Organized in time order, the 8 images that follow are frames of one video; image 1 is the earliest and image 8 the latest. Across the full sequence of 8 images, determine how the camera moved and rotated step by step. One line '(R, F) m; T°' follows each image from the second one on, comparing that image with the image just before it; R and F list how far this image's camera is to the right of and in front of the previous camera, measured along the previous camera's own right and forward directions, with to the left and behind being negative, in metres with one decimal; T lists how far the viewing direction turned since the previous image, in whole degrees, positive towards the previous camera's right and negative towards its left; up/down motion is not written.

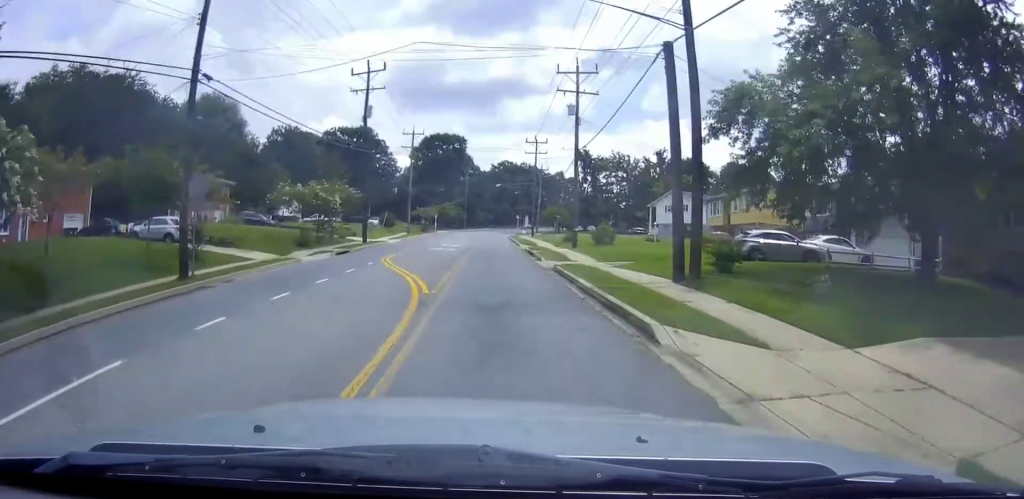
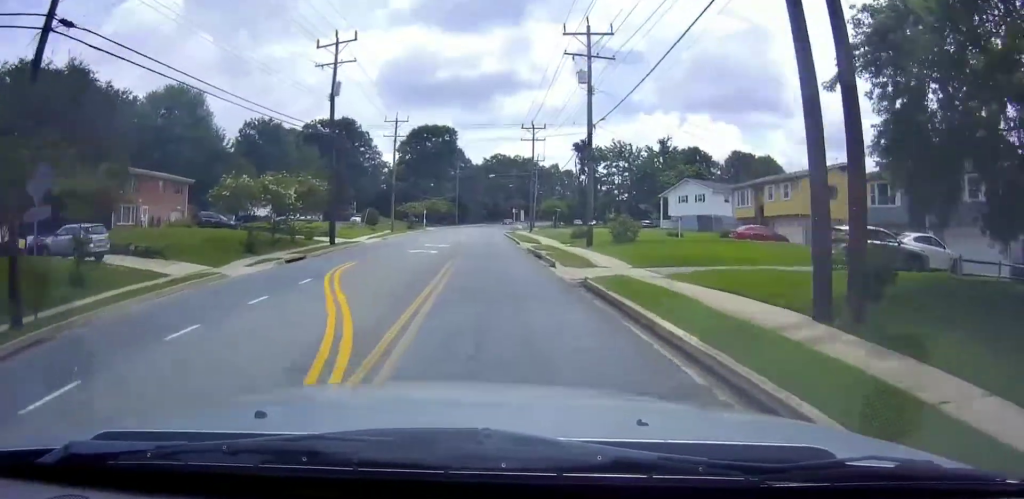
(-0.3, +8.2) m; -2°
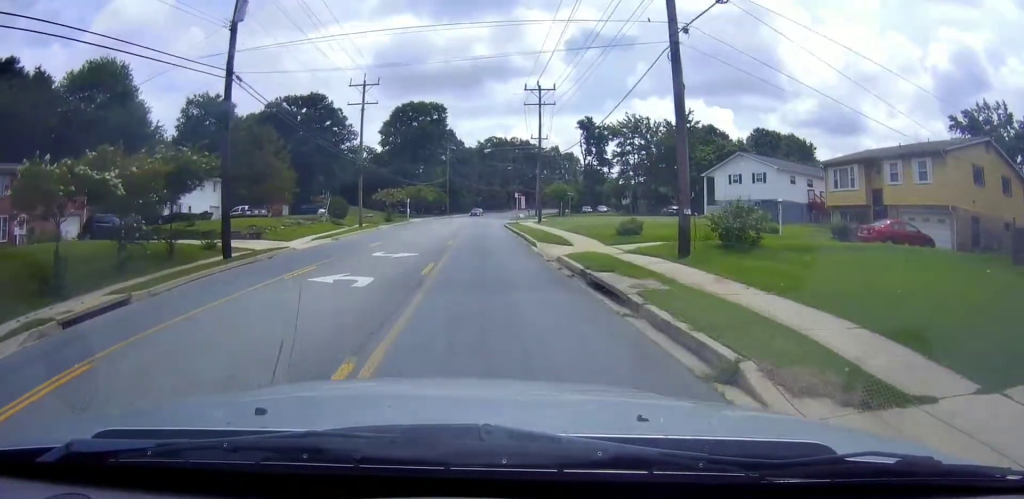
(-0.2, +15.9) m; -1°
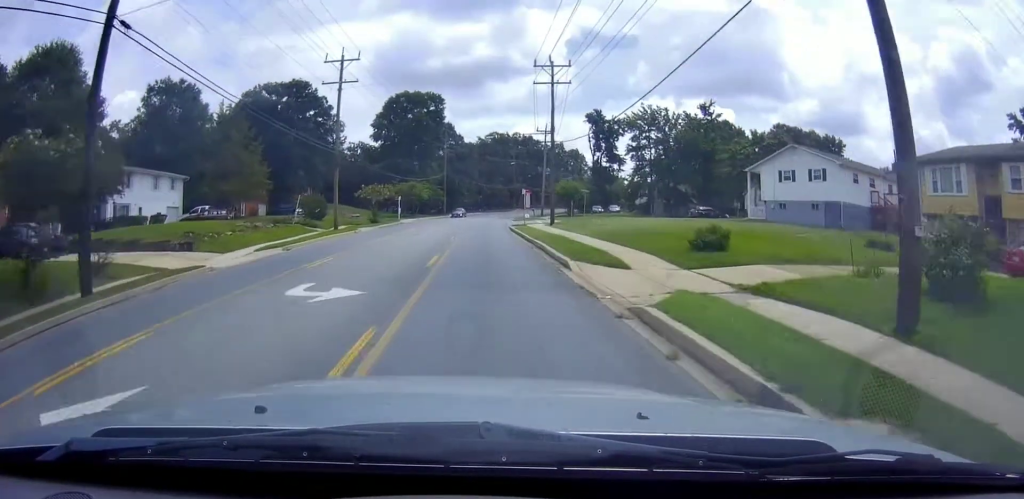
(0.0, +9.8) m; +2°
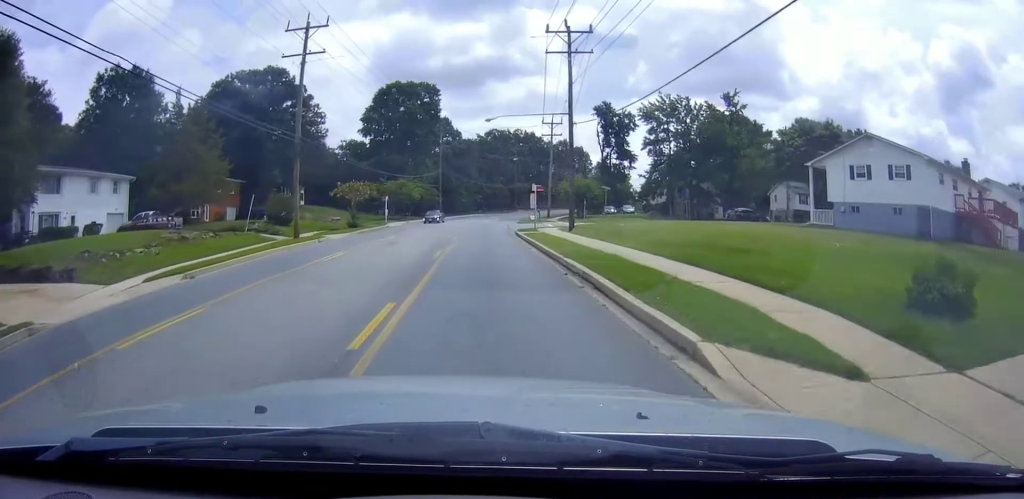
(+0.3, +9.9) m; 0°
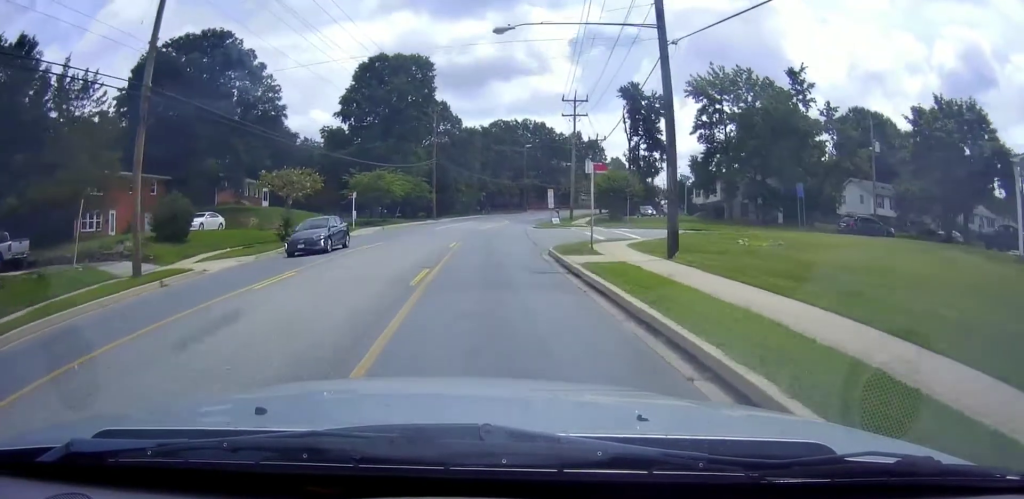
(-0.4, +18.8) m; 0°
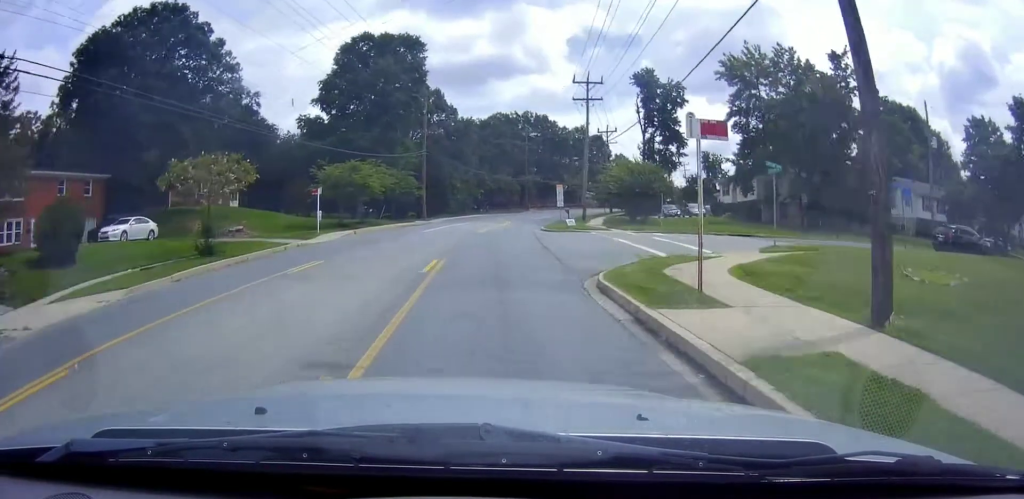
(+0.6, +9.7) m; +3°
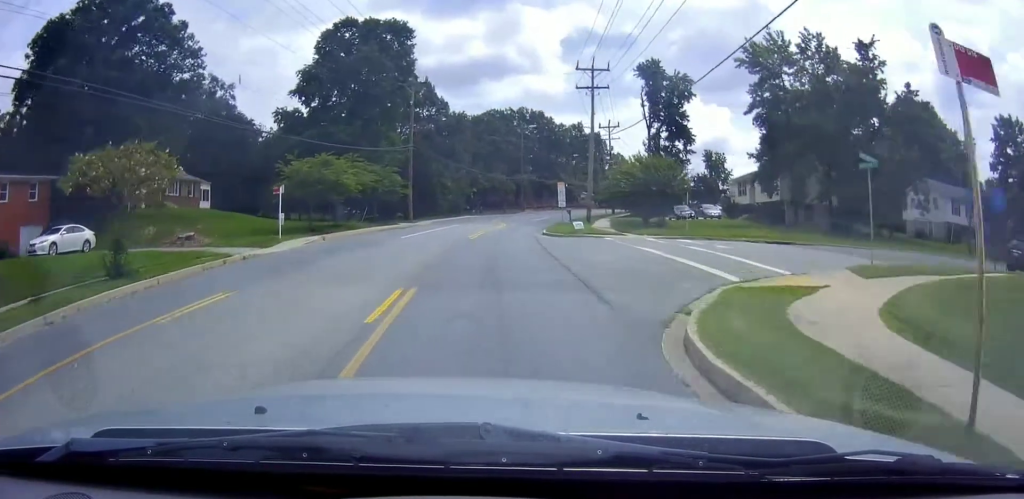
(+0.1, +6.2) m; +1°
